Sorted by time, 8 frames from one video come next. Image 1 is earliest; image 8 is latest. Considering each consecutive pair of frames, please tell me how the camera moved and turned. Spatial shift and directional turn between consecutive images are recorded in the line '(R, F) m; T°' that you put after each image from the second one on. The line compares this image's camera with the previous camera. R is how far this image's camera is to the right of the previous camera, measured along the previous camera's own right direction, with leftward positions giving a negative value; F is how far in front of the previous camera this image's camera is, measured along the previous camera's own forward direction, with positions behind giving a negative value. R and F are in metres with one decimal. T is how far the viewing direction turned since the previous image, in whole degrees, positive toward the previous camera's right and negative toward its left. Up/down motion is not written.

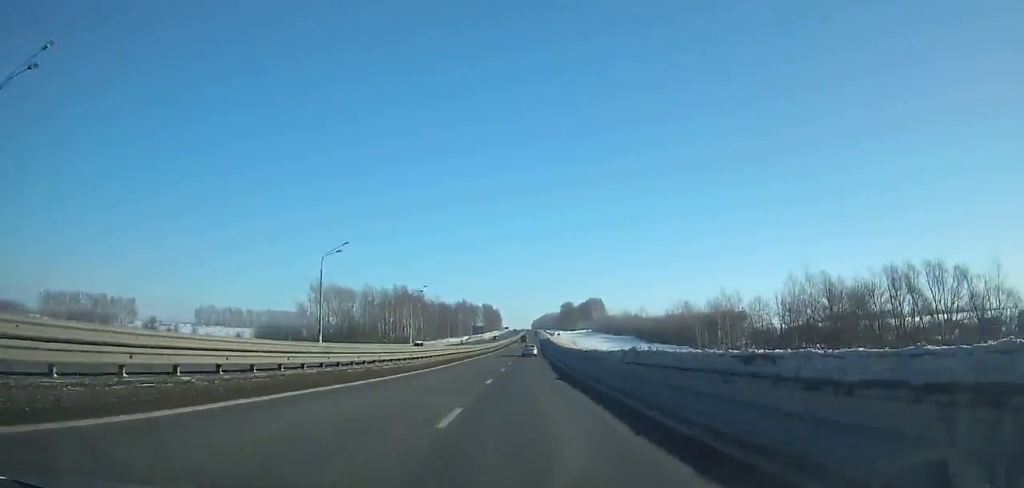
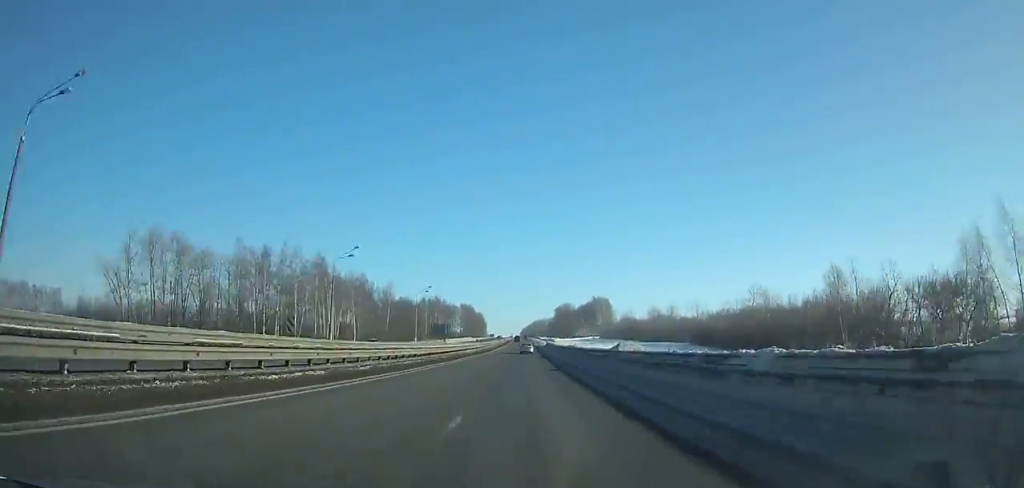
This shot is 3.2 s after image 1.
(+1.2, +84.0) m; +1°
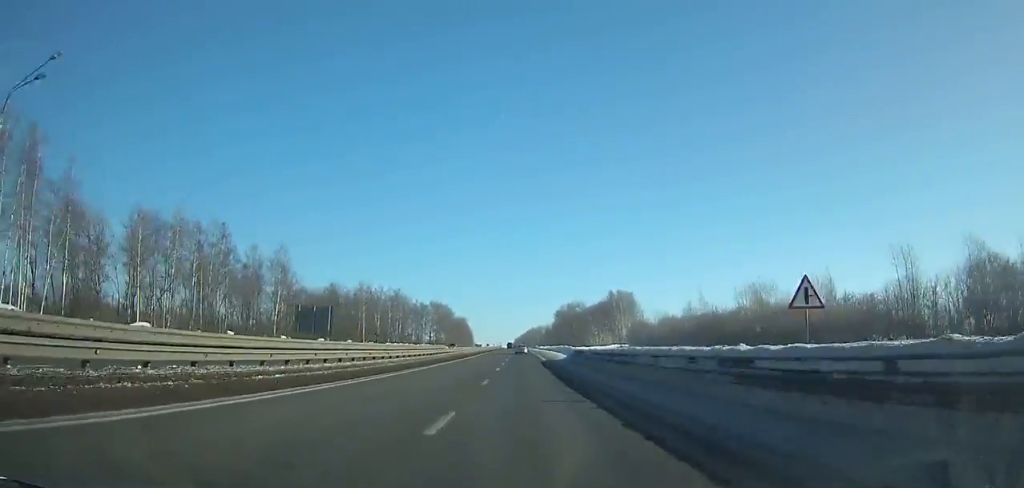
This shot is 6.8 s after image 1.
(+0.4, +93.7) m; 0°
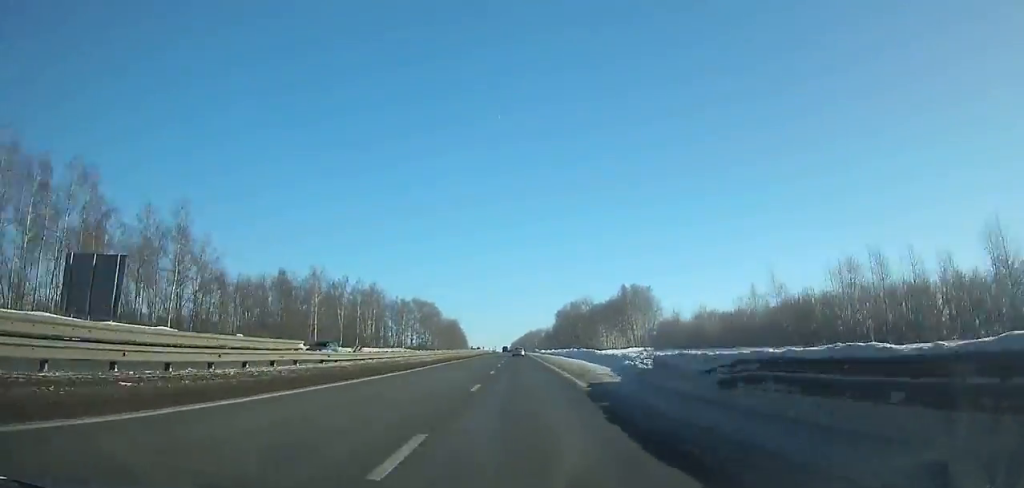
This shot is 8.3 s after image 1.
(0.0, +38.6) m; 0°
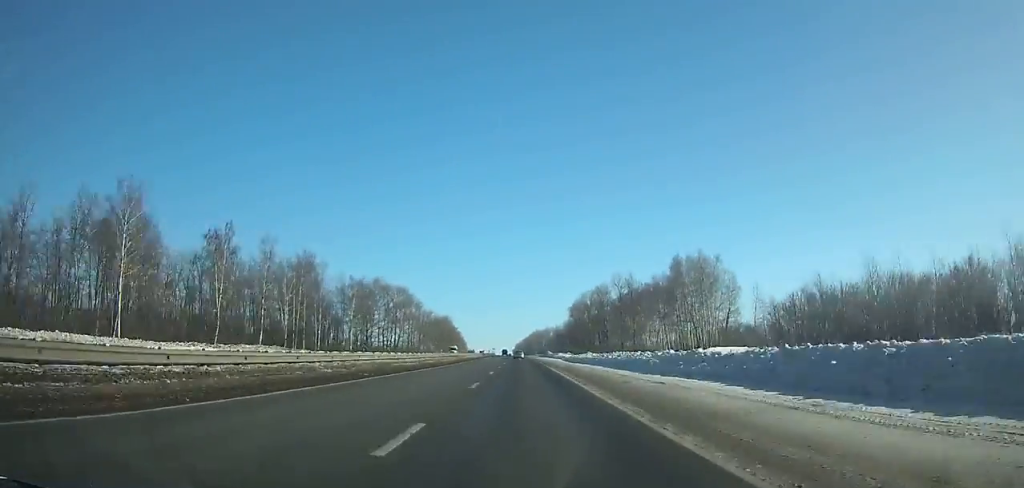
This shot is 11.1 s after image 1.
(-0.1, +71.5) m; 0°
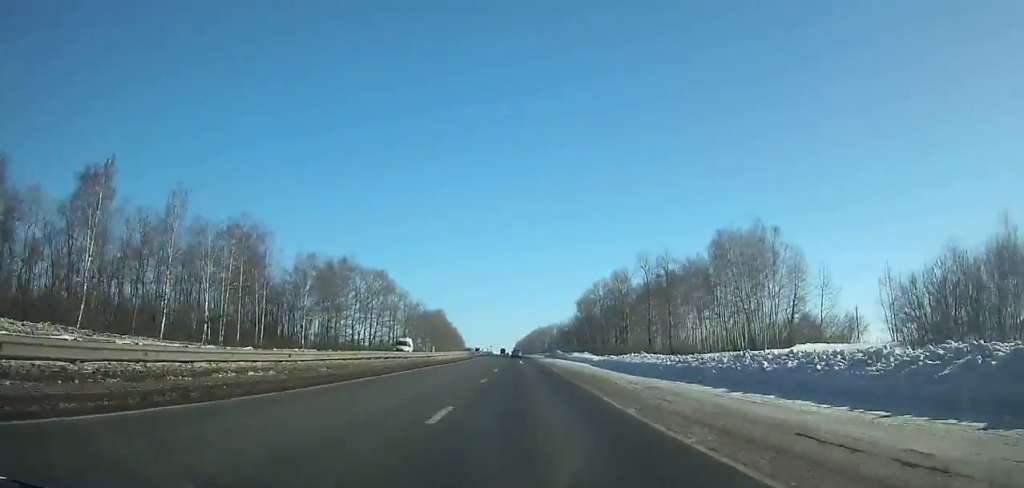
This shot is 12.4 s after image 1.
(-0.1, +33.0) m; 0°
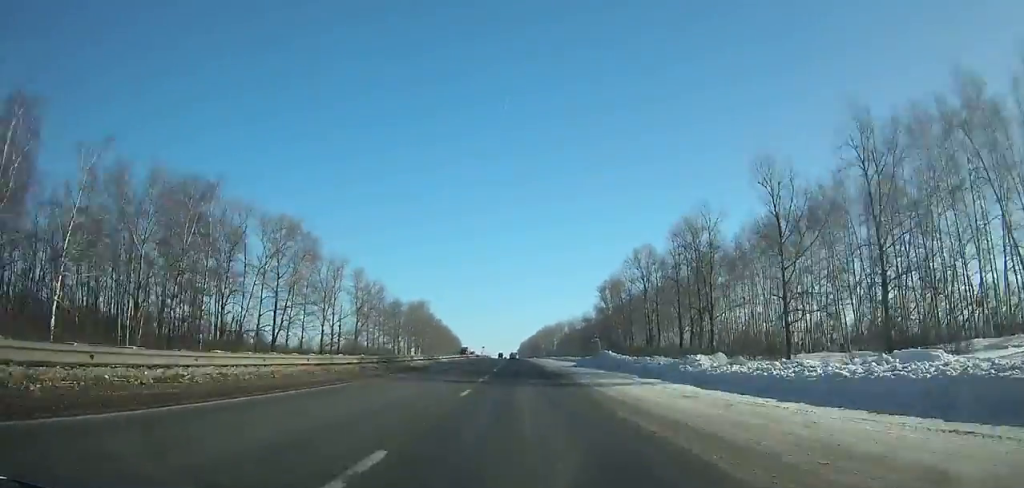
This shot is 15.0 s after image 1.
(-0.3, +65.6) m; 0°
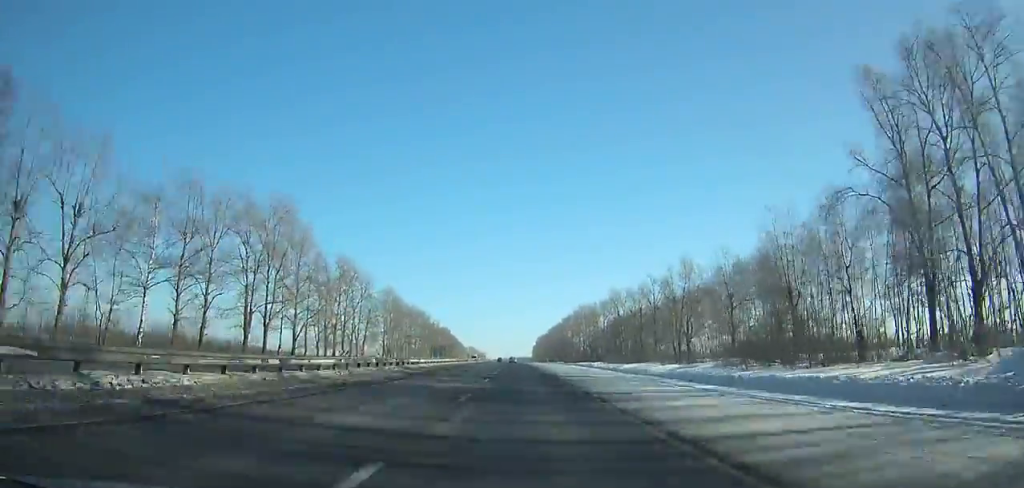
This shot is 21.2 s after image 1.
(-1.8, +156.5) m; -1°
